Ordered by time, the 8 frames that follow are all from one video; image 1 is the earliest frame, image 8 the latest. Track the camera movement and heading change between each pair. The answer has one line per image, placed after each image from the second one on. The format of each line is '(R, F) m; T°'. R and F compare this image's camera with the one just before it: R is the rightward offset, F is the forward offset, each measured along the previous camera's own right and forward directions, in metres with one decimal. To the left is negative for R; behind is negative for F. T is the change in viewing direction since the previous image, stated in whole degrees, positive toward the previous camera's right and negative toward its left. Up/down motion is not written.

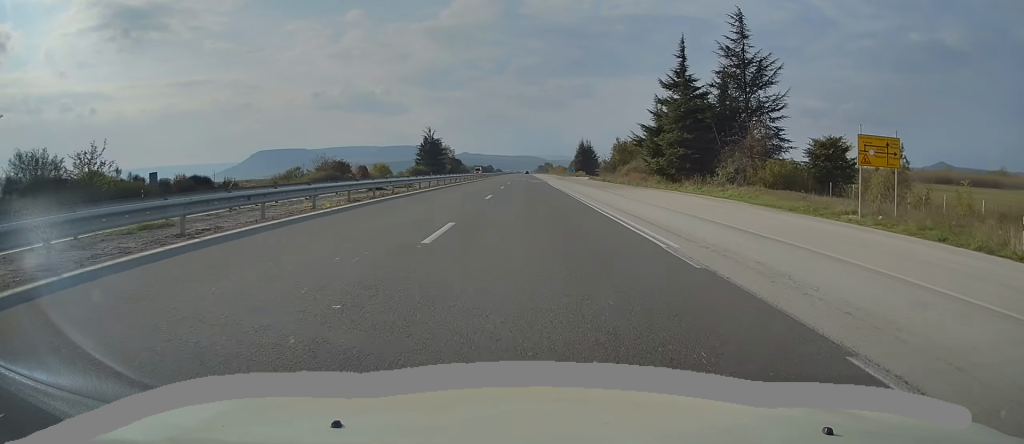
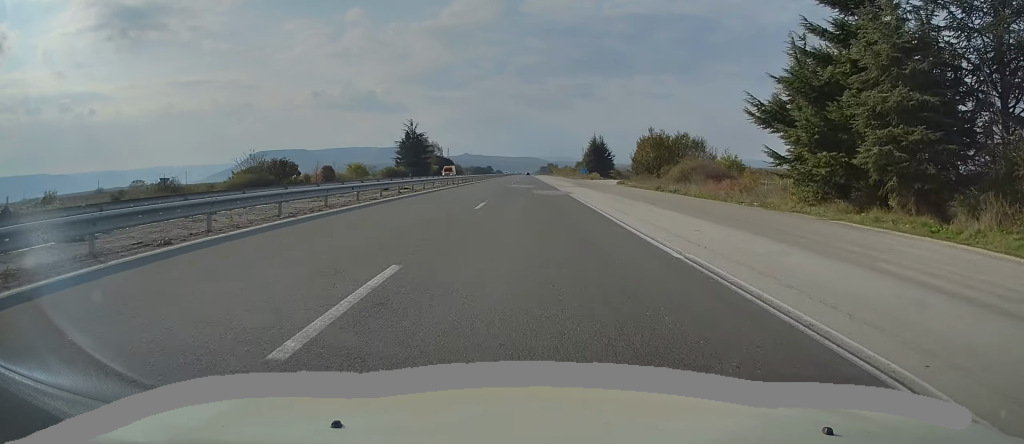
(-0.2, +38.9) m; 0°
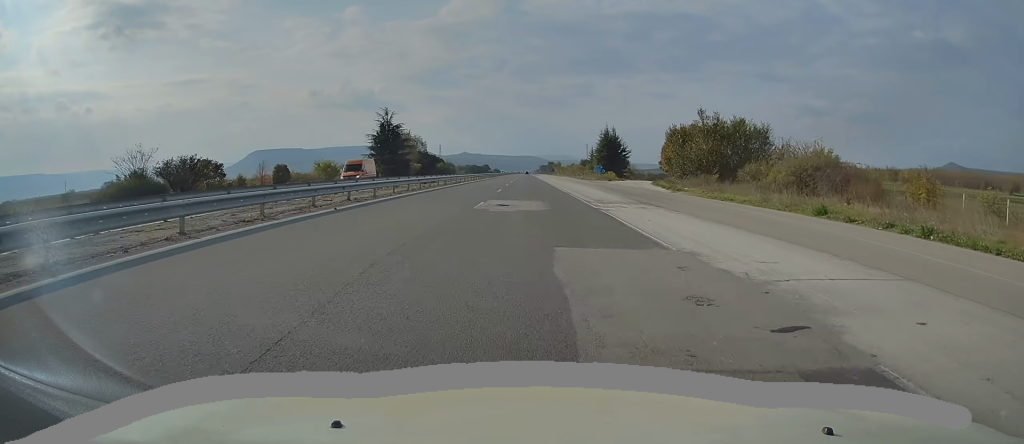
(+0.4, +33.1) m; 0°
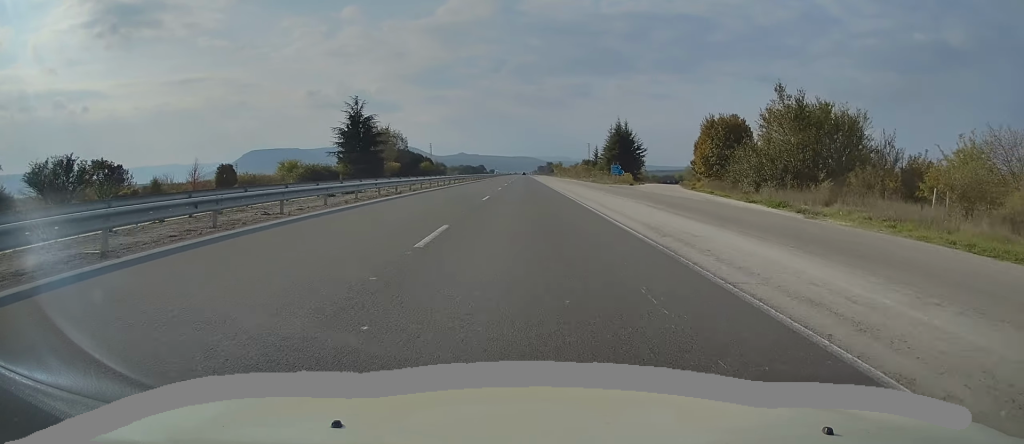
(-0.4, +26.2) m; -1°
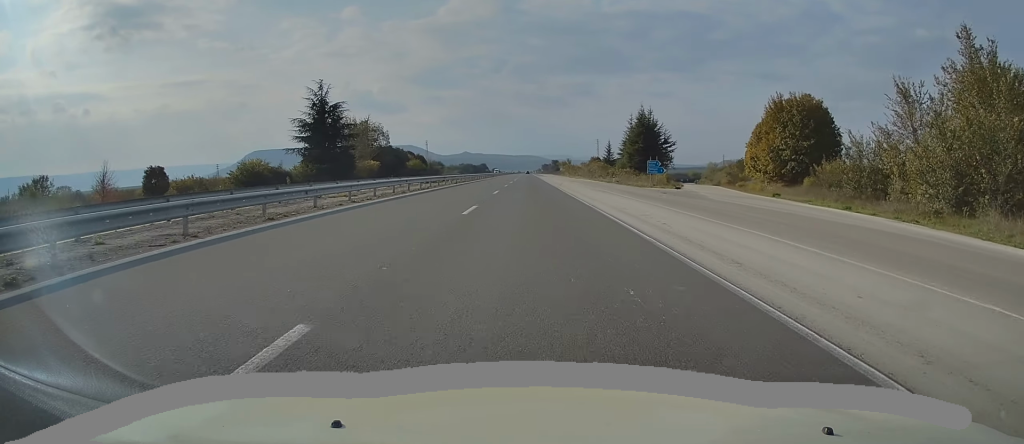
(-0.1, +25.3) m; +1°
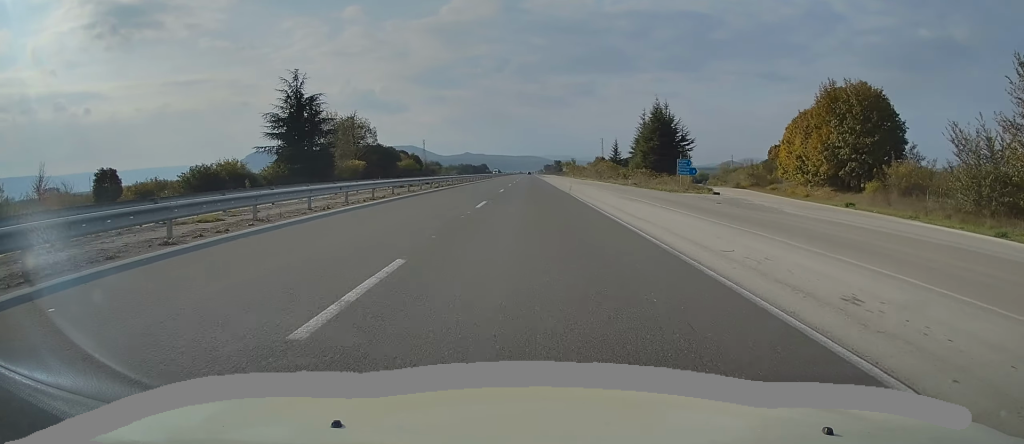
(0.0, +12.7) m; 0°
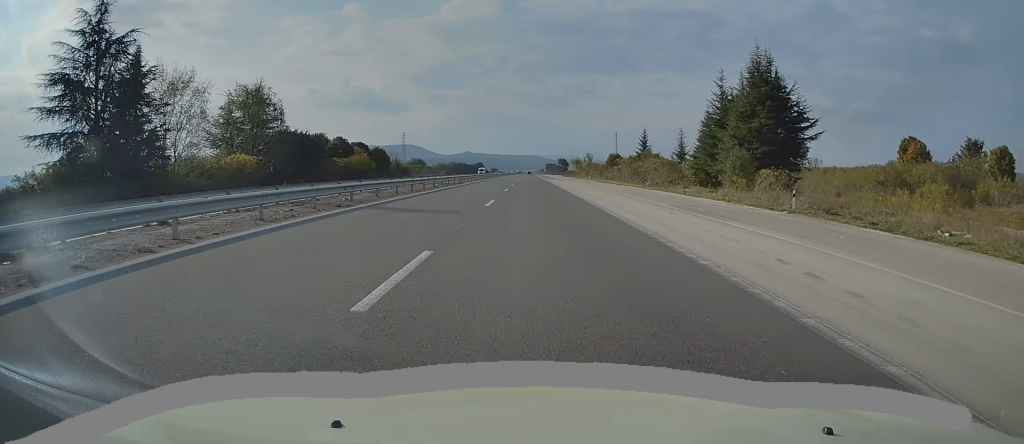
(0.0, +48.0) m; 0°
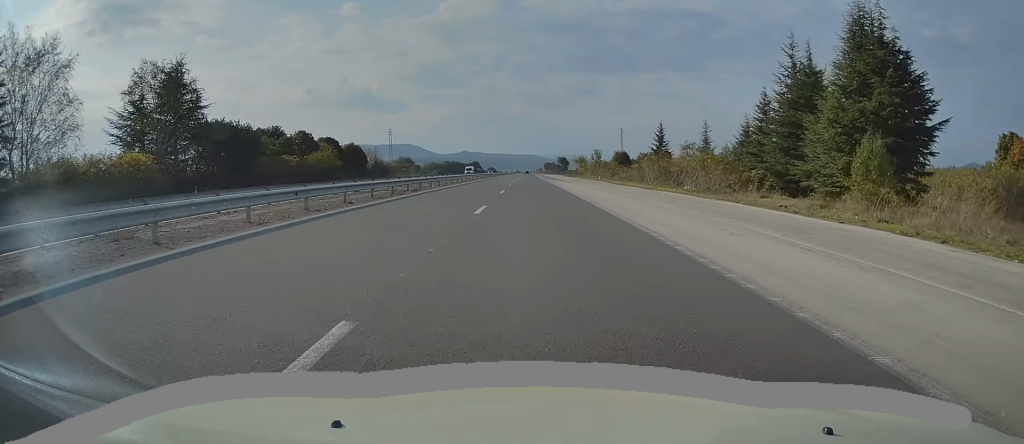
(+0.1, +20.6) m; 0°
